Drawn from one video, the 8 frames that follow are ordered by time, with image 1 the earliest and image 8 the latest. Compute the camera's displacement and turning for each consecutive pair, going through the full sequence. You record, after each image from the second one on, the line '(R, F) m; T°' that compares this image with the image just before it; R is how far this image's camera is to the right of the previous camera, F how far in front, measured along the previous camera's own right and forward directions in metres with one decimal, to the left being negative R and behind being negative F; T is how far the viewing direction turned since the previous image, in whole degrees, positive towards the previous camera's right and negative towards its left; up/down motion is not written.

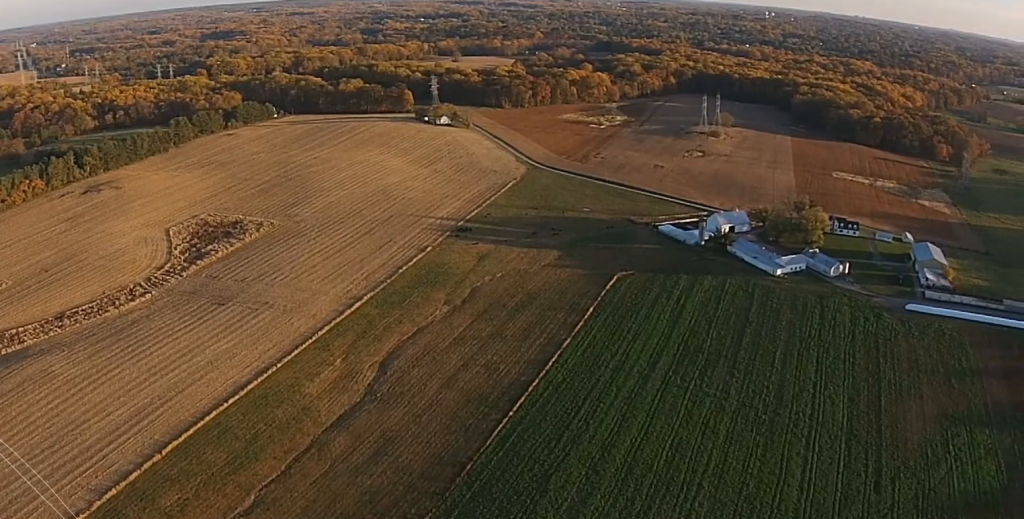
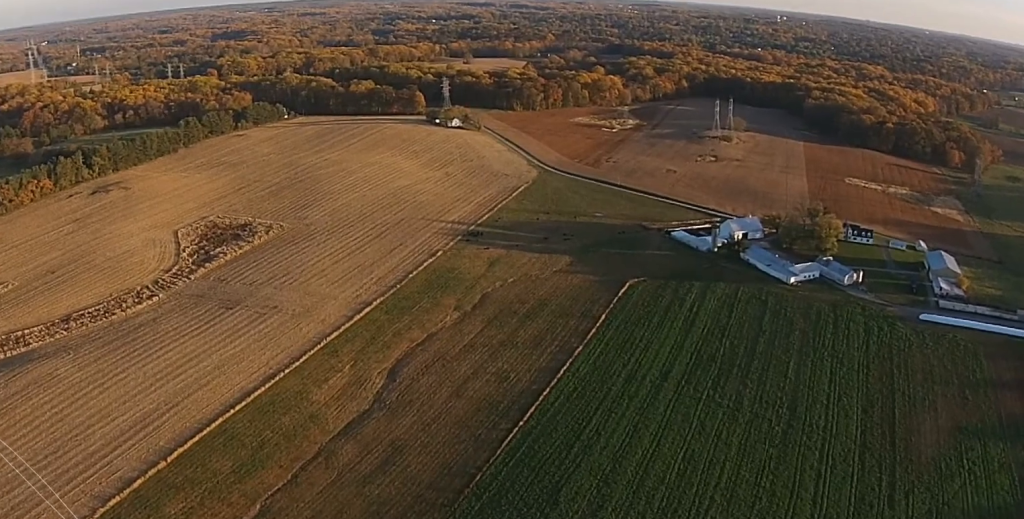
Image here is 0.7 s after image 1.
(0.0, +4.7) m; 0°
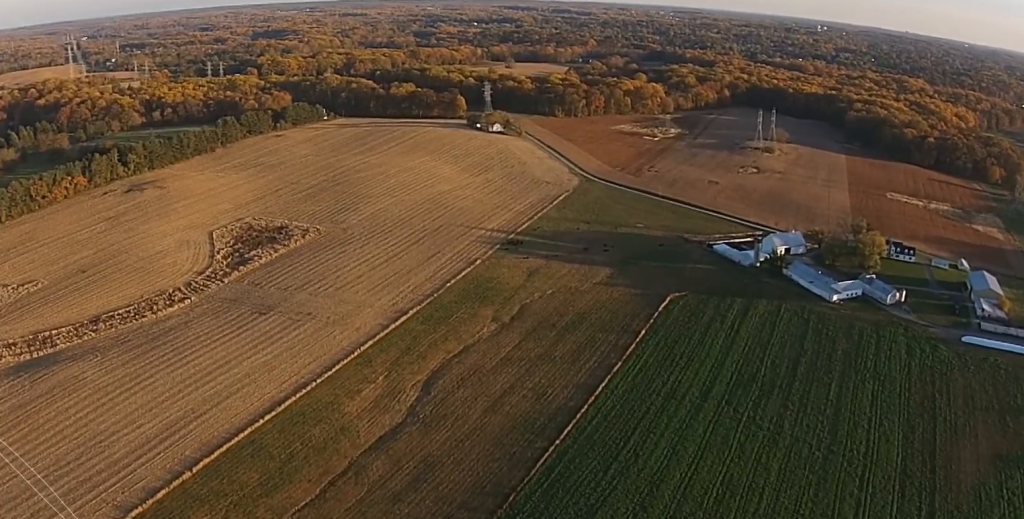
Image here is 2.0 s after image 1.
(0.0, +8.6) m; 0°
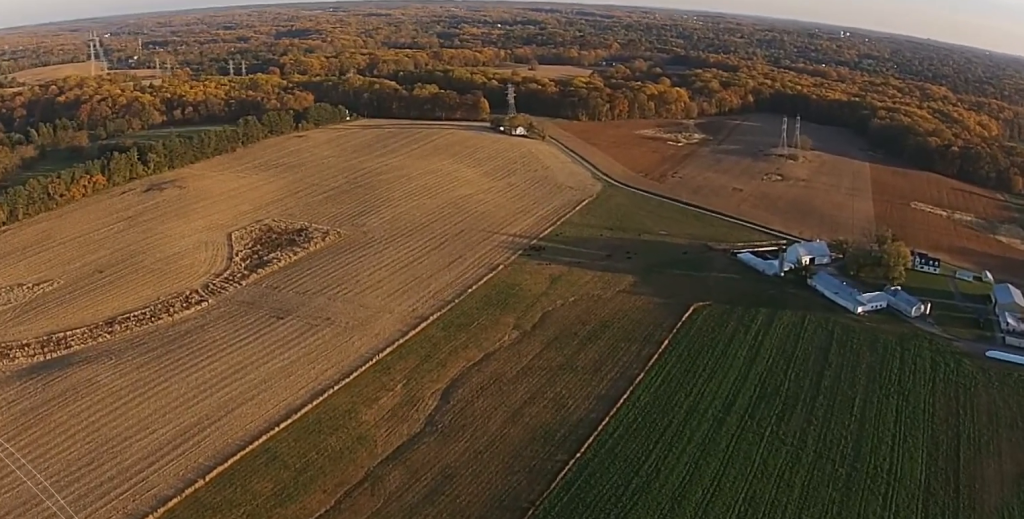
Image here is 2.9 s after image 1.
(0.0, +6.1) m; -1°
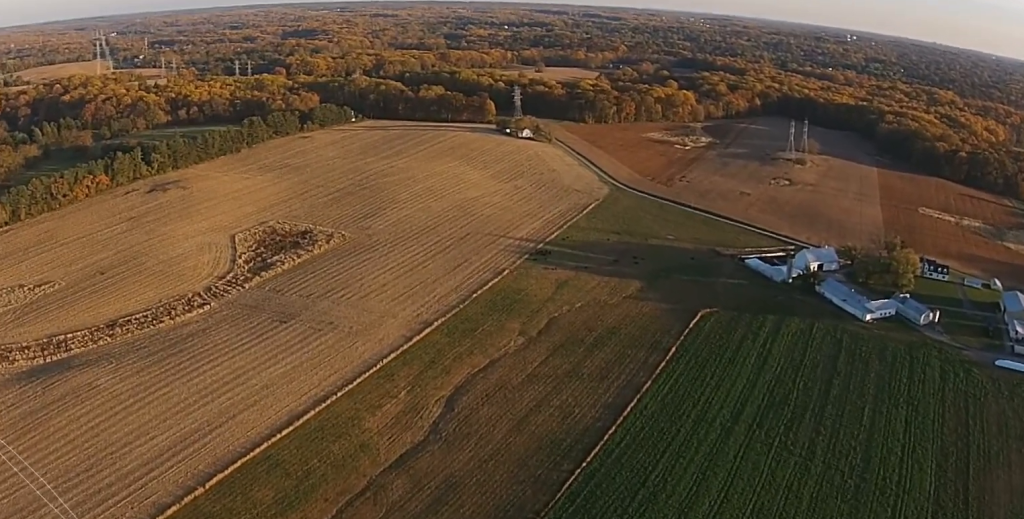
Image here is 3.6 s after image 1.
(0.0, +4.7) m; 0°
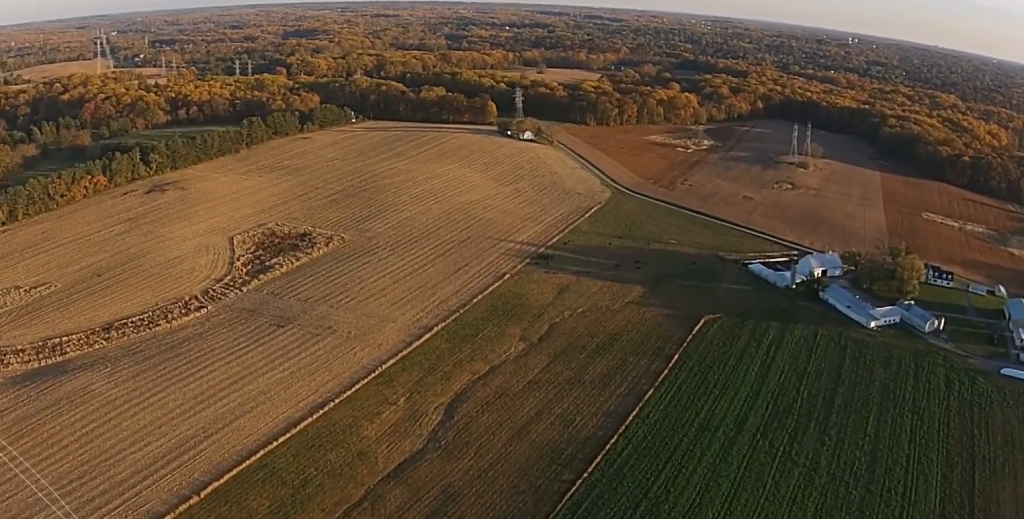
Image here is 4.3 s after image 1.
(0.0, +5.2) m; 0°
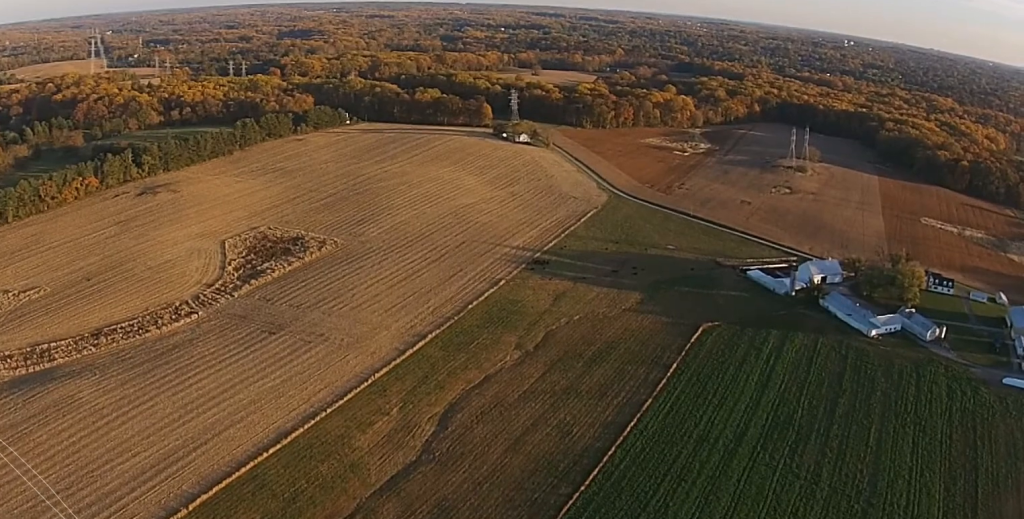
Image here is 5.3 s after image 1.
(0.0, +6.7) m; 0°
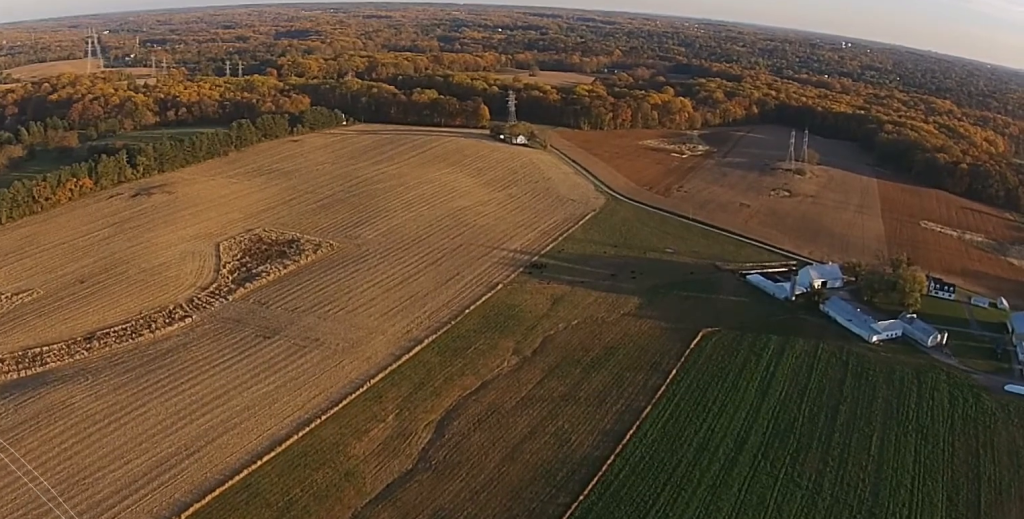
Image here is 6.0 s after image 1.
(0.0, +4.7) m; 0°
